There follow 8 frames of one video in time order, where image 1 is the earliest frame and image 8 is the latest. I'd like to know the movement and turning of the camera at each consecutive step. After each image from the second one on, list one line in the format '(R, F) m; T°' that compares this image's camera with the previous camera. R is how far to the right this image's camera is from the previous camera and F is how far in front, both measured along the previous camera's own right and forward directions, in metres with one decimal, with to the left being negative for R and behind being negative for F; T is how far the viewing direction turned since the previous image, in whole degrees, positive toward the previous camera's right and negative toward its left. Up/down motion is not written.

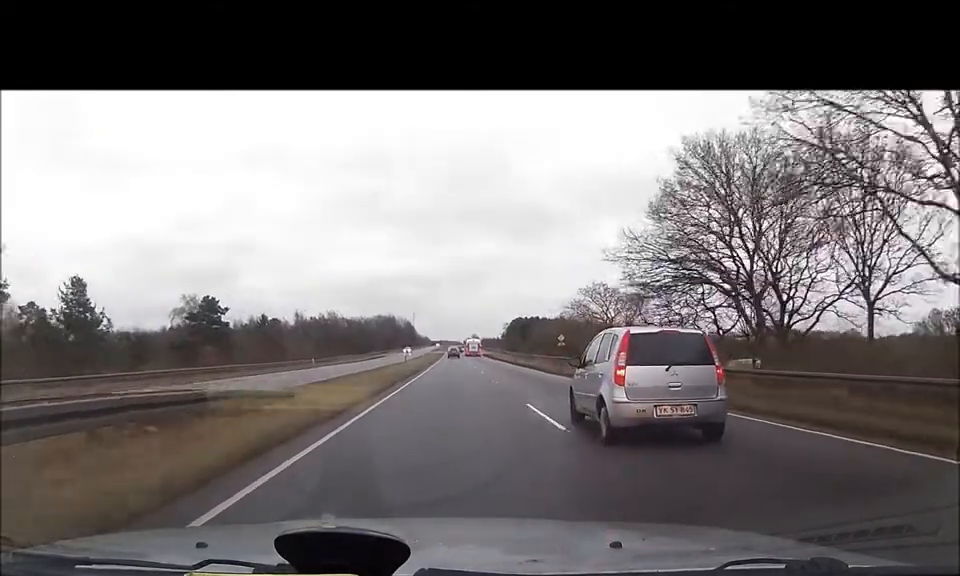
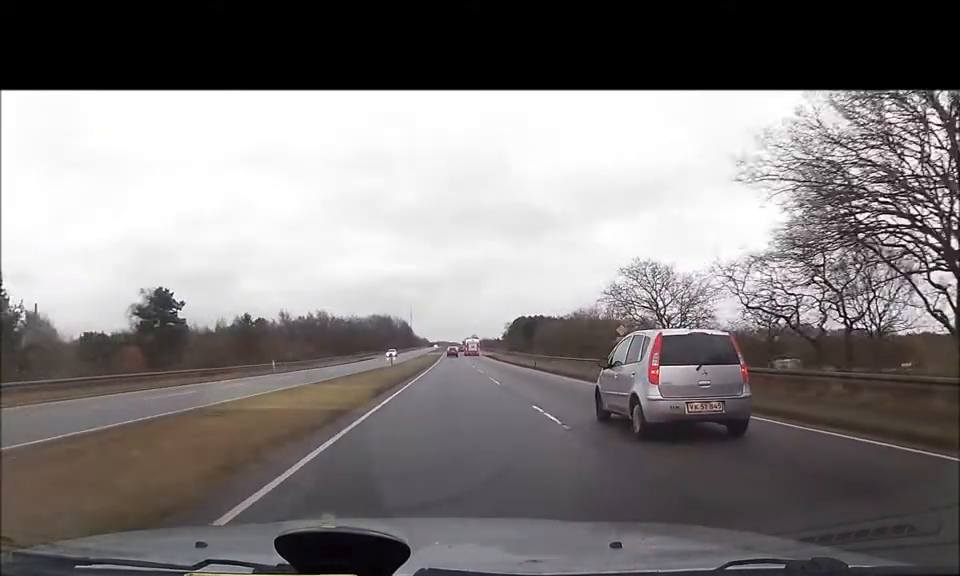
(-0.2, +17.3) m; -1°
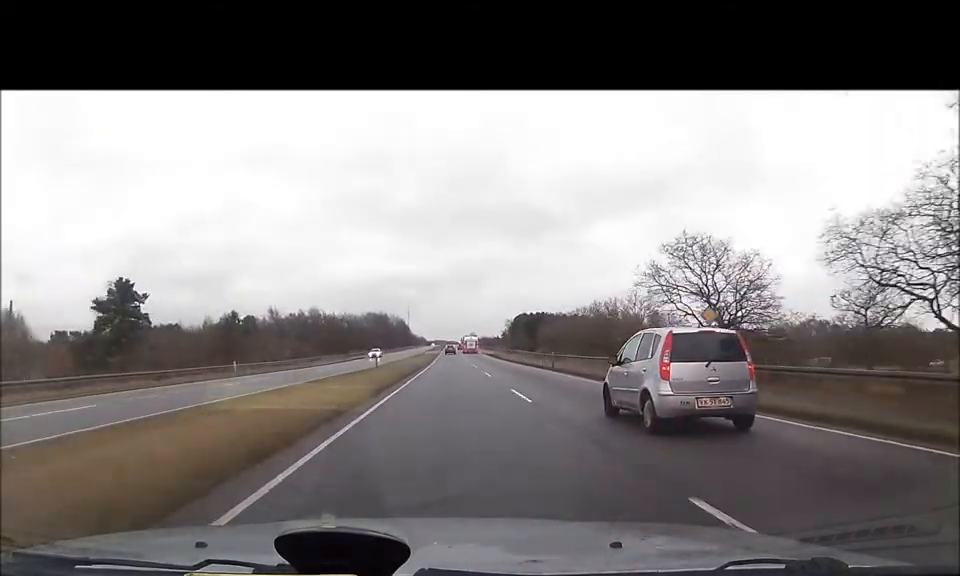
(0.0, +8.4) m; 0°
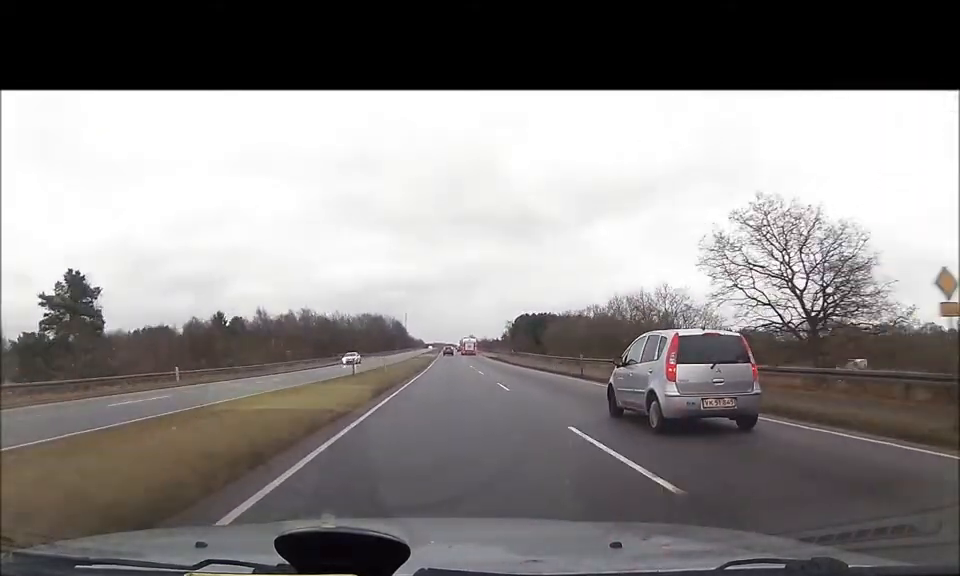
(0.0, +10.5) m; 0°
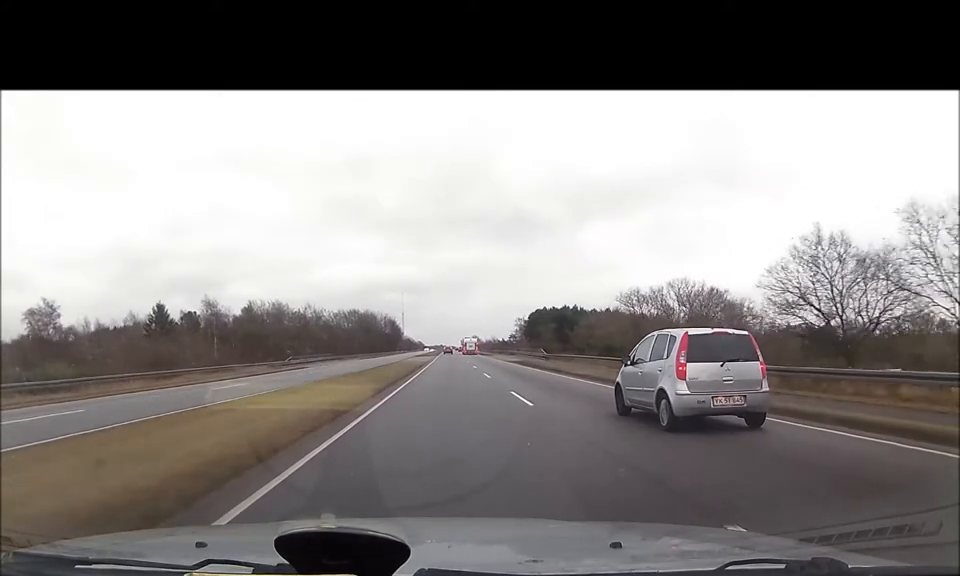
(+0.4, +35.1) m; +1°
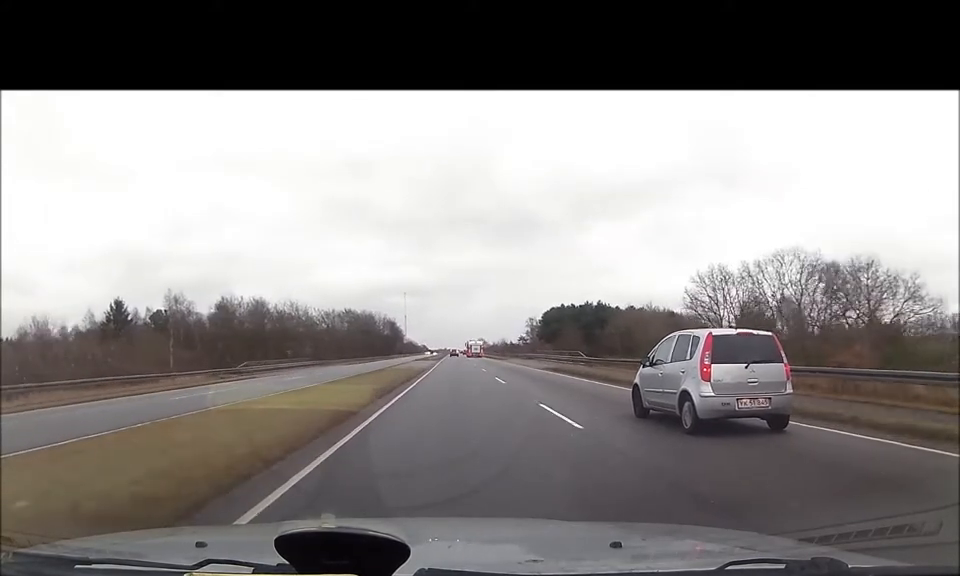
(0.0, +19.6) m; -1°
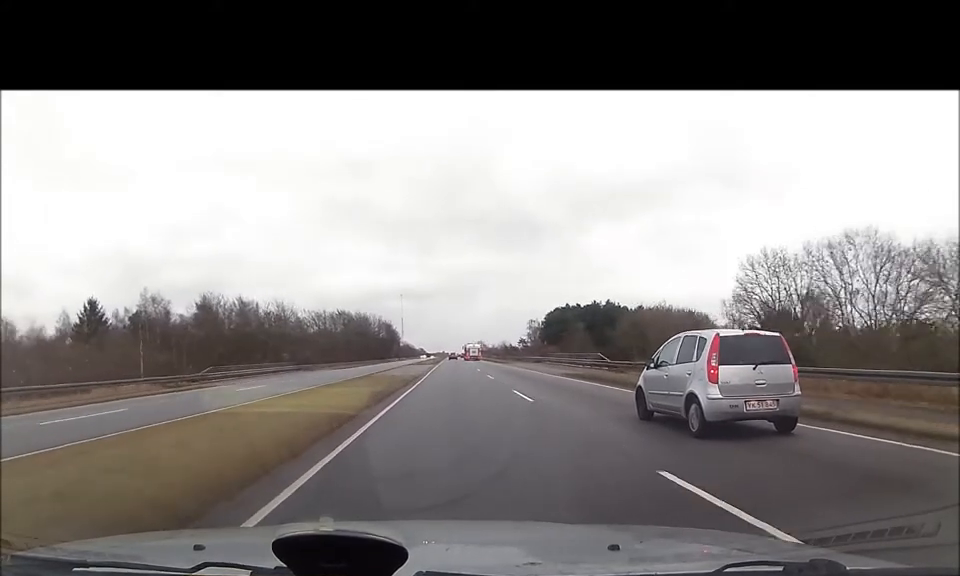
(+0.1, +8.5) m; -1°
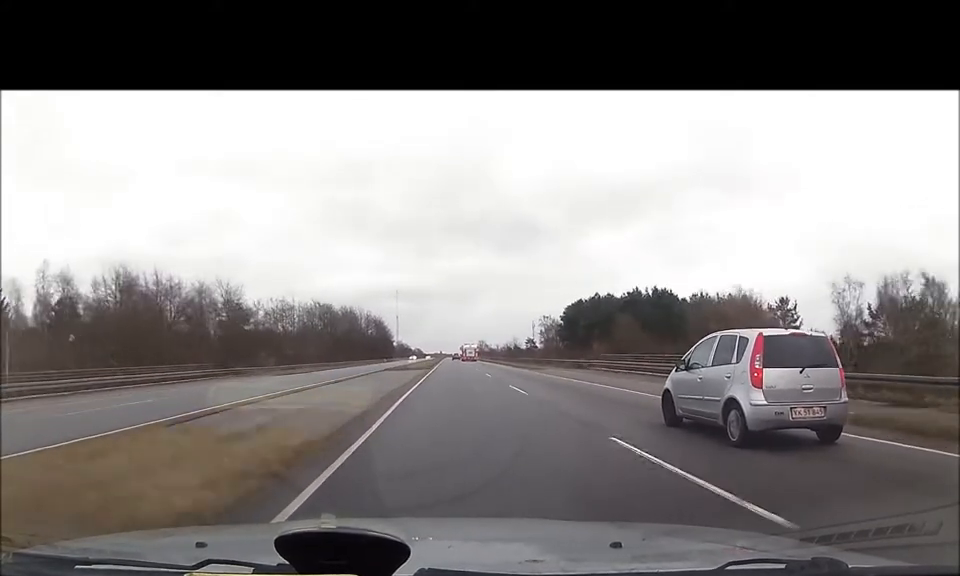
(-0.6, +27.5) m; 0°
